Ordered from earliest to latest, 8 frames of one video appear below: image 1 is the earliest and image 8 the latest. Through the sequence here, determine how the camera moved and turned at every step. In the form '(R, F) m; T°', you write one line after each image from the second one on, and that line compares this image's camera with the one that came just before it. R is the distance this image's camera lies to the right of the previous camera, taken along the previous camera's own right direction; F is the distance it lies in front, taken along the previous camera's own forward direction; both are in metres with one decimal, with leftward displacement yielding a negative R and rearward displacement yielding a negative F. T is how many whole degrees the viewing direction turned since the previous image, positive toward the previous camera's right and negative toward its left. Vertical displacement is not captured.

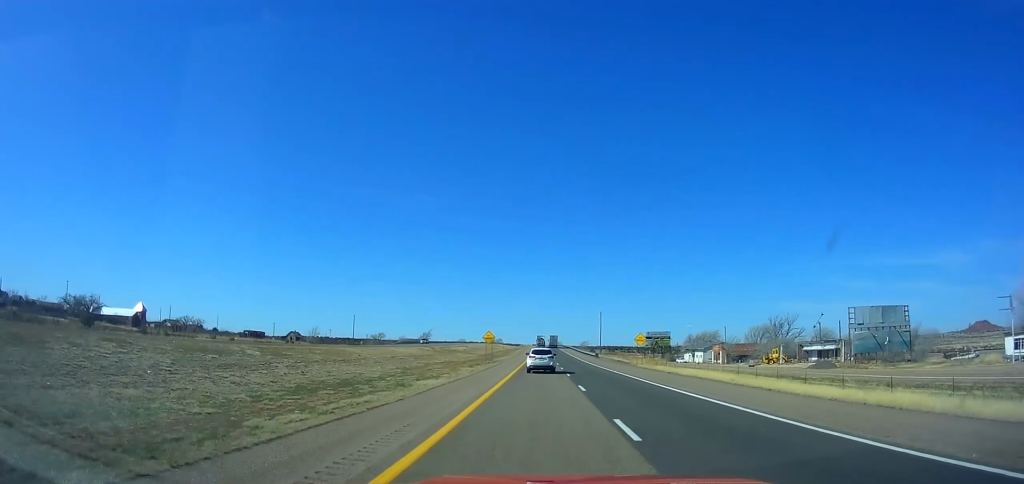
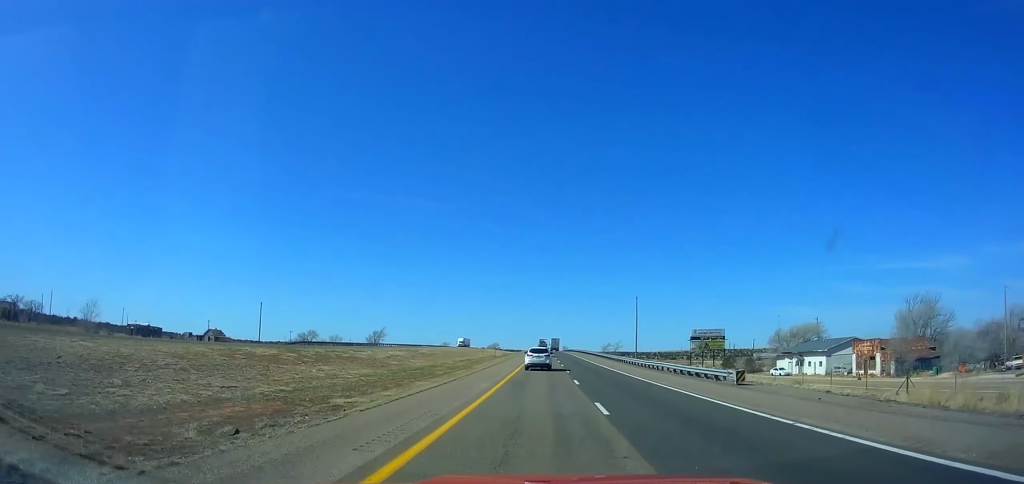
(-0.3, +67.9) m; 0°
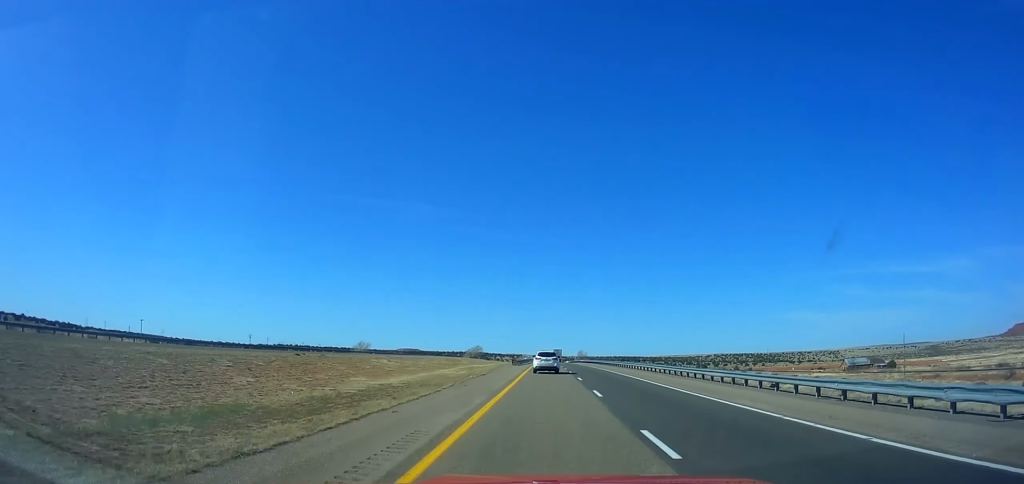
(+0.5, +138.0) m; 0°
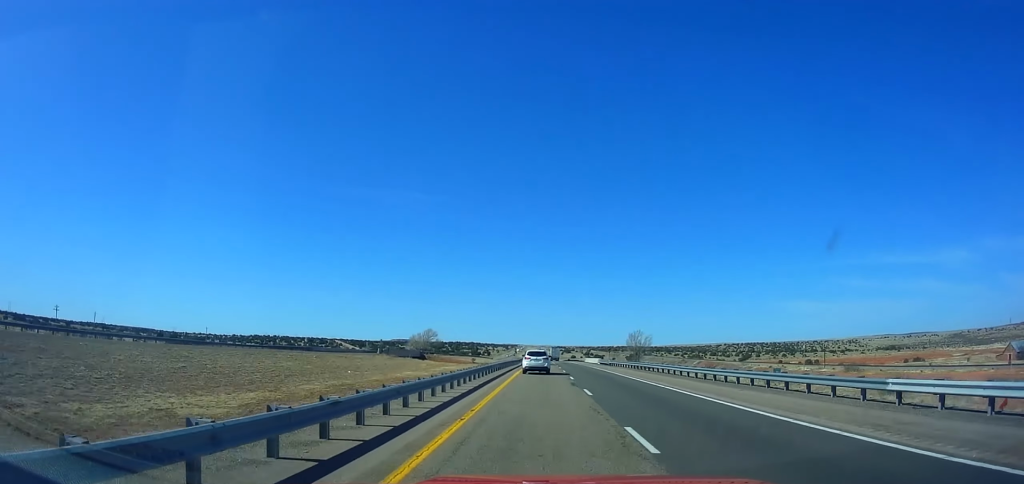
(+0.5, +132.6) m; +1°
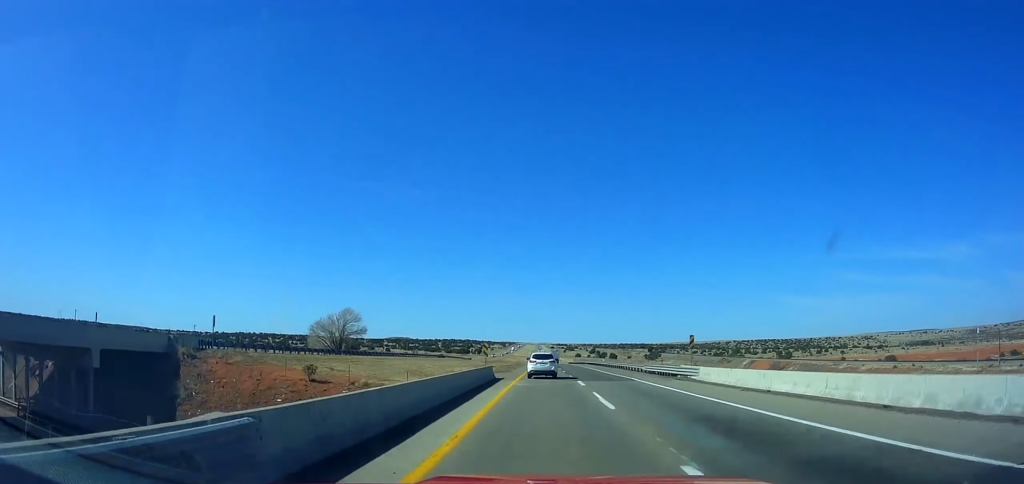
(+0.5, +85.2) m; 0°
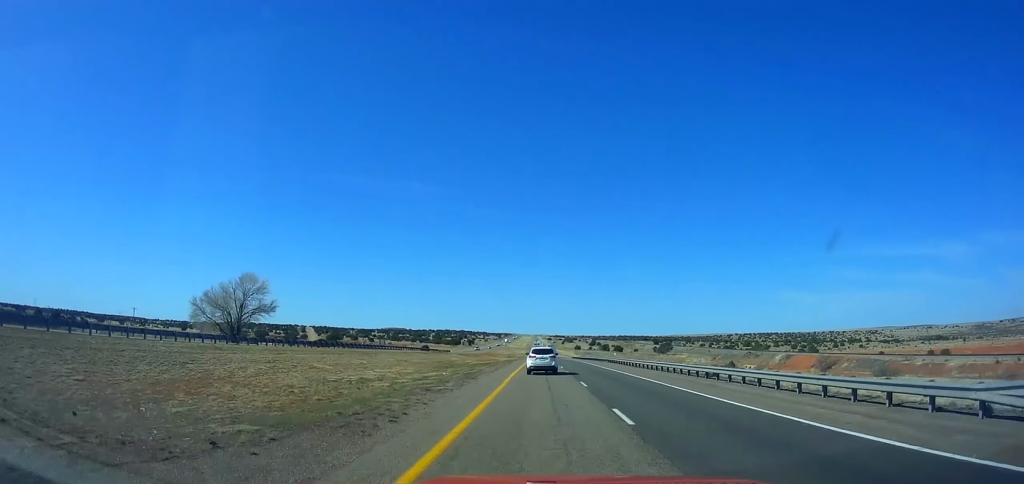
(+0.1, +40.9) m; 0°
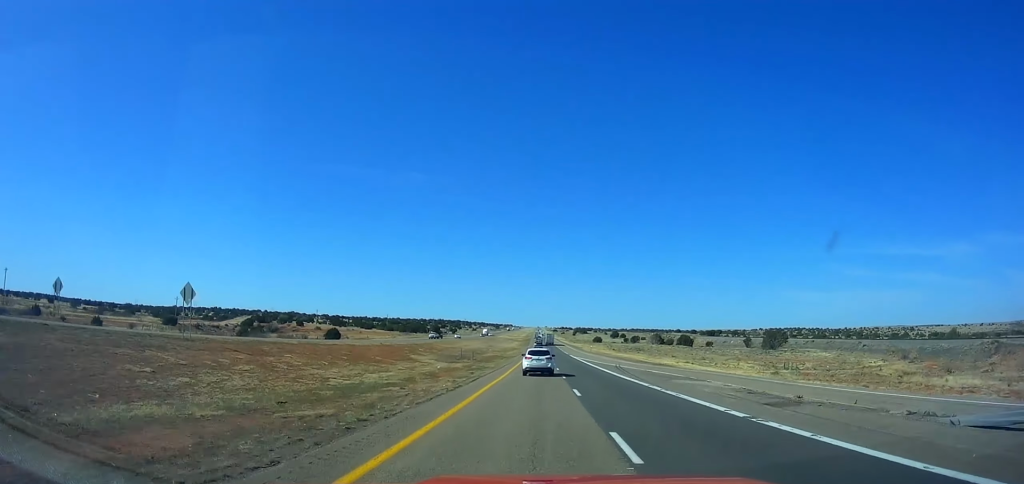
(-1.1, +151.3) m; 0°
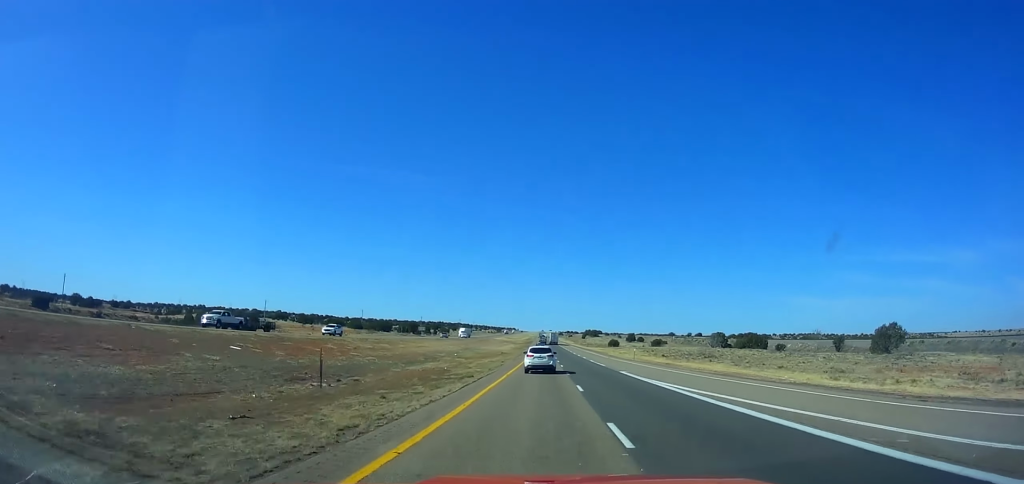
(0.0, +60.1) m; 0°
